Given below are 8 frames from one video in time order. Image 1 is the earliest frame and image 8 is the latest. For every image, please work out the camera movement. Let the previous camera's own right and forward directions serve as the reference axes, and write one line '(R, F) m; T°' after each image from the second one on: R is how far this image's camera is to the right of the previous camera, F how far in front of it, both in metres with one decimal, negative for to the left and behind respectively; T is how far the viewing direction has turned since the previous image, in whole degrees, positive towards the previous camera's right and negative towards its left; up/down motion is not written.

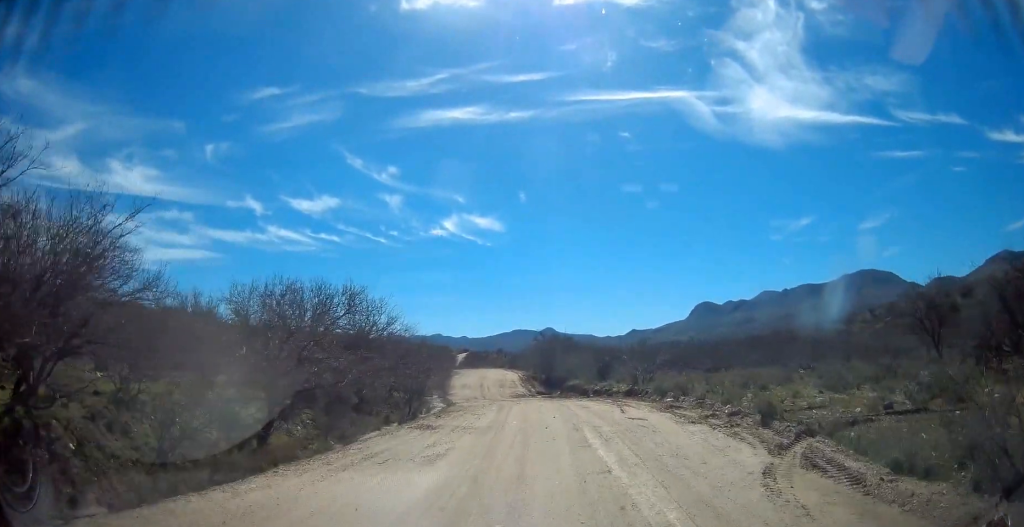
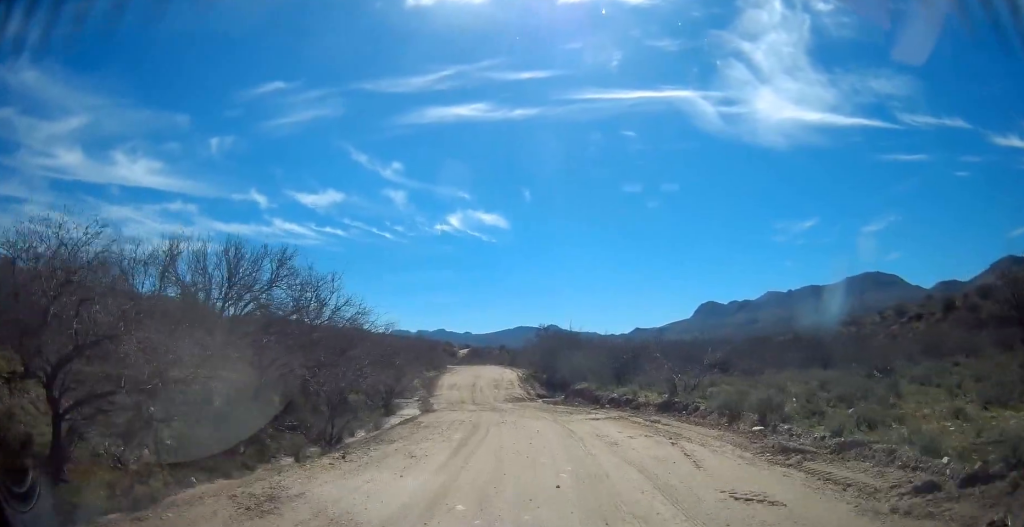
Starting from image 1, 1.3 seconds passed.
(+0.1, +7.8) m; -1°
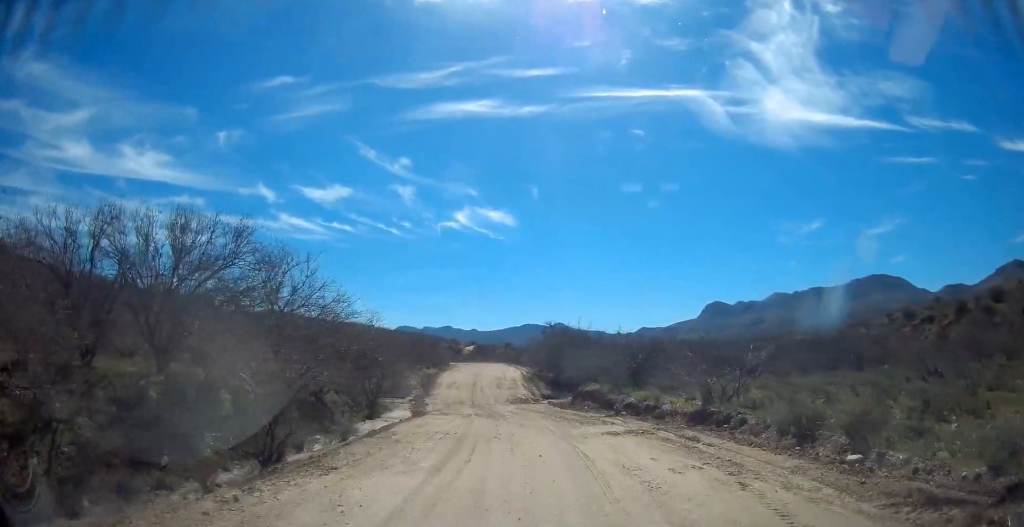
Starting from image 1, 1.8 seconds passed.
(-0.3, +3.4) m; -1°
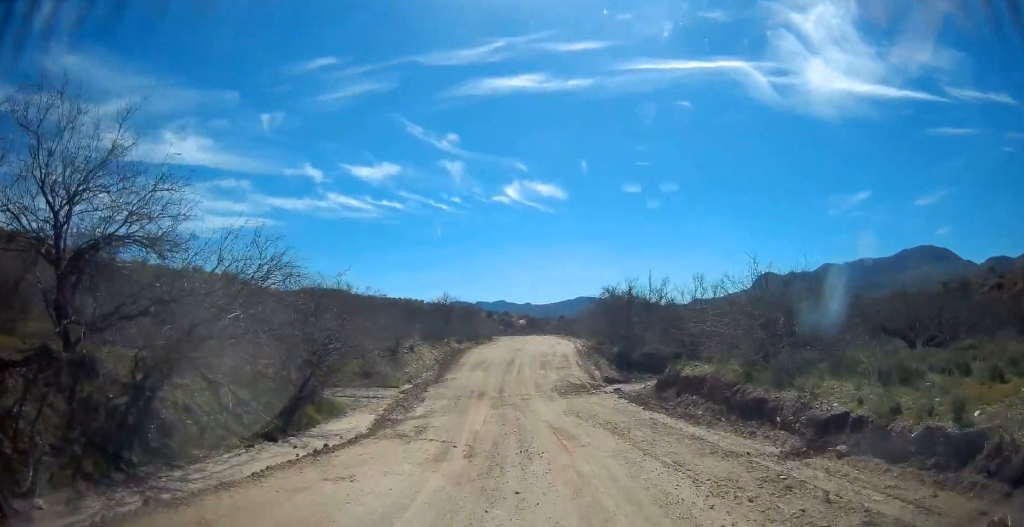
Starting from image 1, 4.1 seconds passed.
(-0.4, +13.1) m; -8°
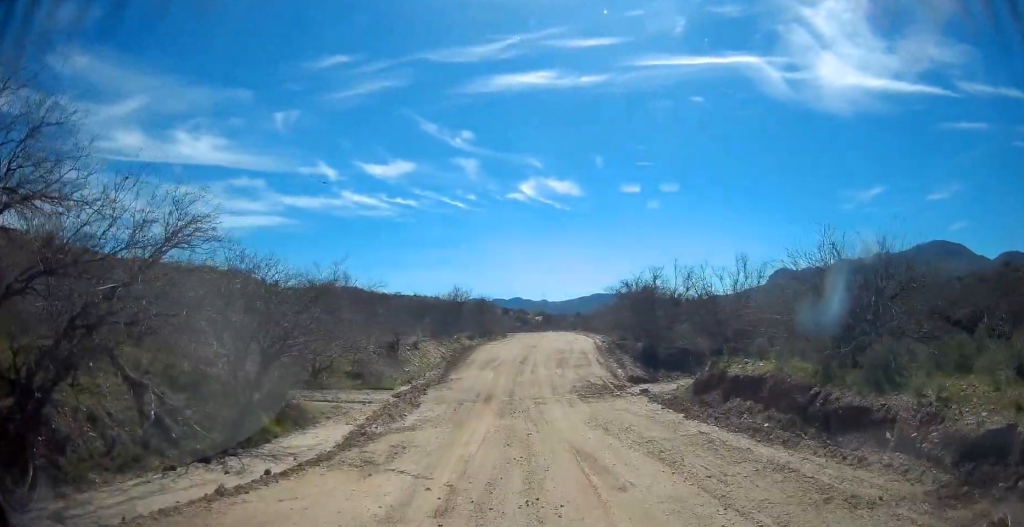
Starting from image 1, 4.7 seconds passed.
(-0.1, +3.4) m; -1°
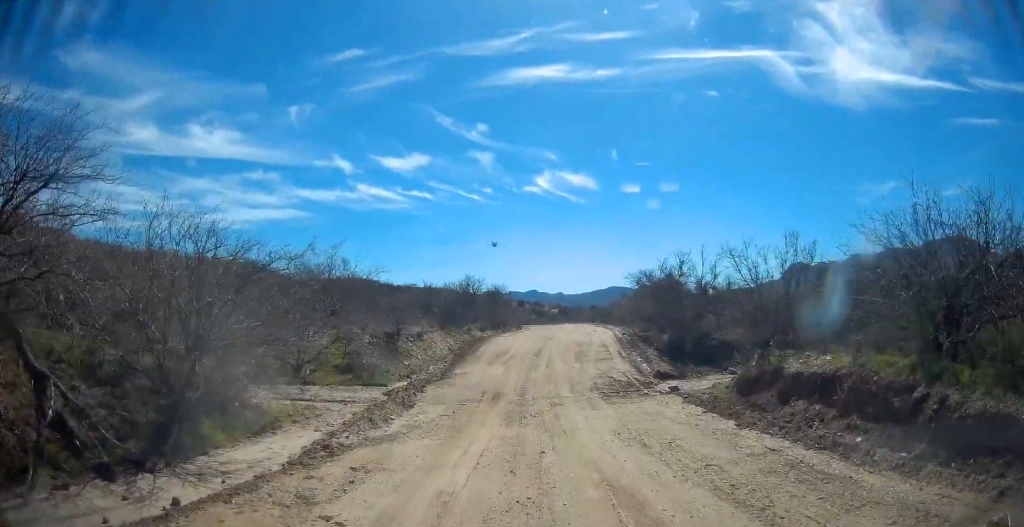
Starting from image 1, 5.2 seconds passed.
(0.0, +2.9) m; +3°
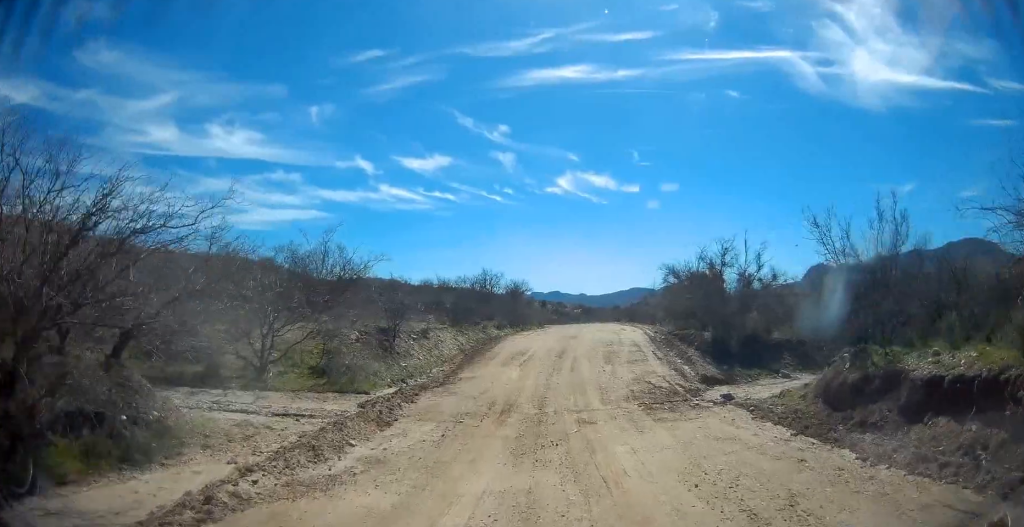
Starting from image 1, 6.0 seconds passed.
(+0.1, +4.1) m; +2°
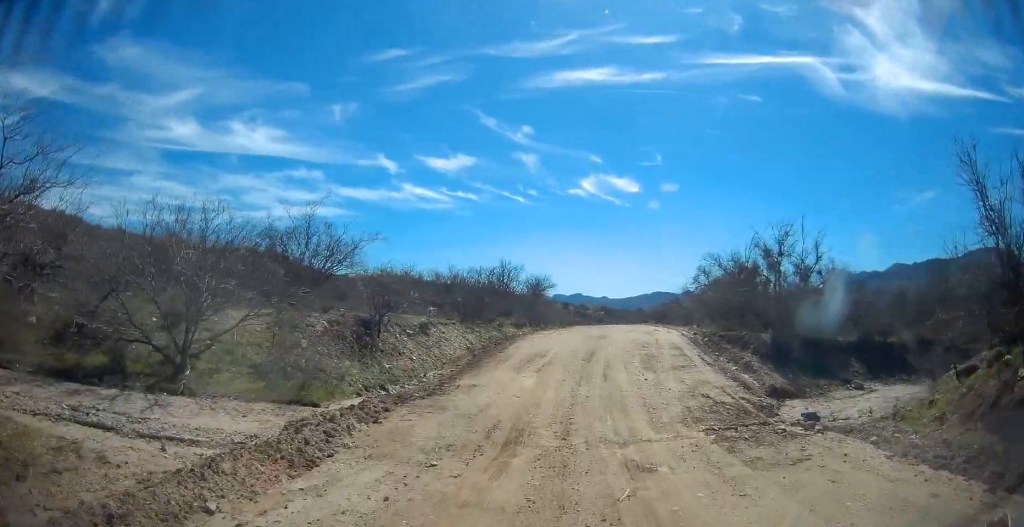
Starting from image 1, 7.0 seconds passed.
(+0.2, +4.9) m; -6°
